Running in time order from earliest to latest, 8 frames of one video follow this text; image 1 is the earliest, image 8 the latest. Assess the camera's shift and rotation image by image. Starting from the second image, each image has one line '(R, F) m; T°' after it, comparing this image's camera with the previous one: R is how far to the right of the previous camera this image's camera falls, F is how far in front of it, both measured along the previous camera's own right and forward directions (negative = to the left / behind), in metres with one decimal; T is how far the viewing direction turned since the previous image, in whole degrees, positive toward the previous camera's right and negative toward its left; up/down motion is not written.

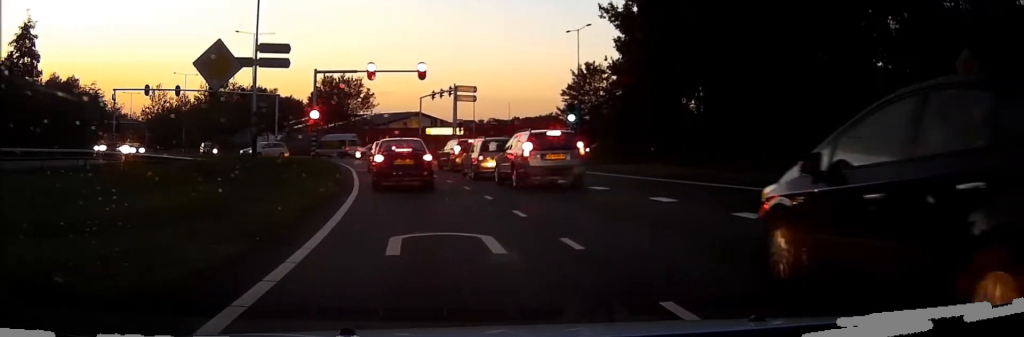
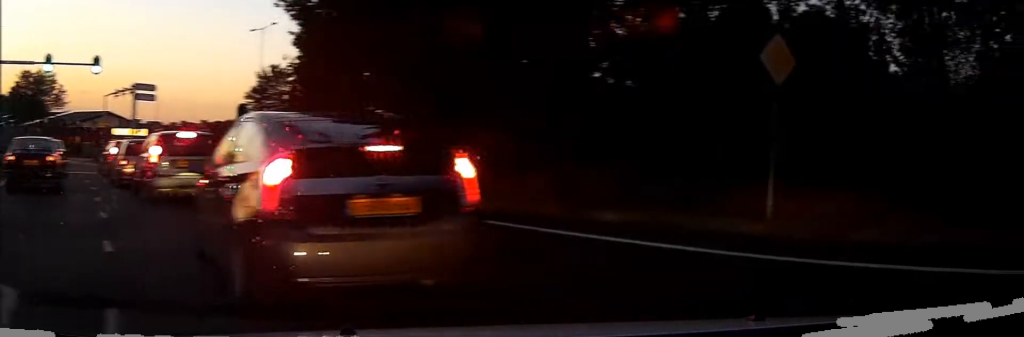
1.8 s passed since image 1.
(+0.8, +3.9) m; +16°
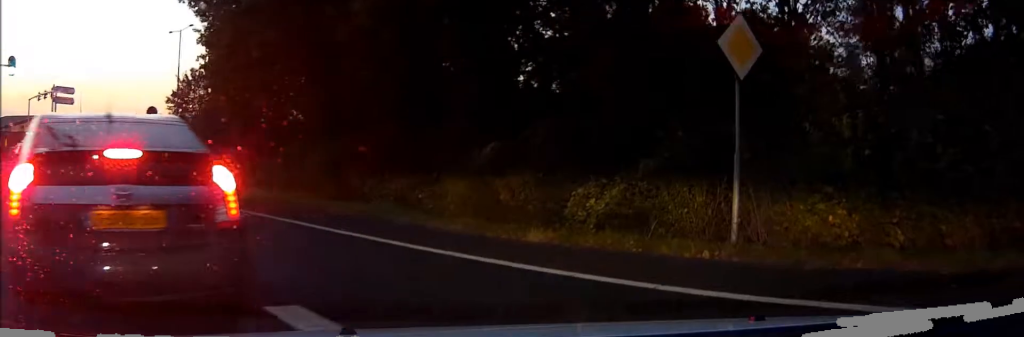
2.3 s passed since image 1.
(0.0, +1.8) m; -2°
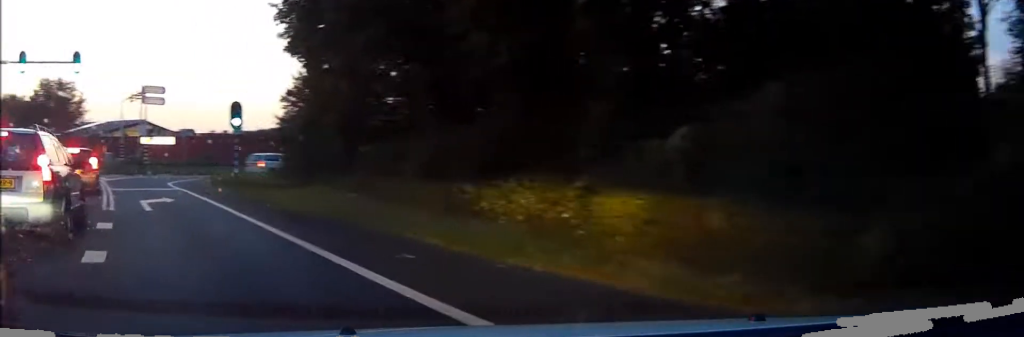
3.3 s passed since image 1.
(-0.4, +5.0) m; -13°
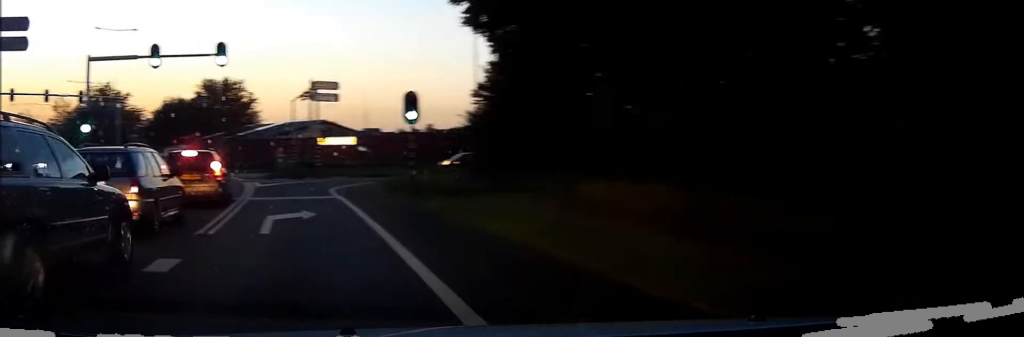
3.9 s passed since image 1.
(-0.3, +4.6) m; -9°
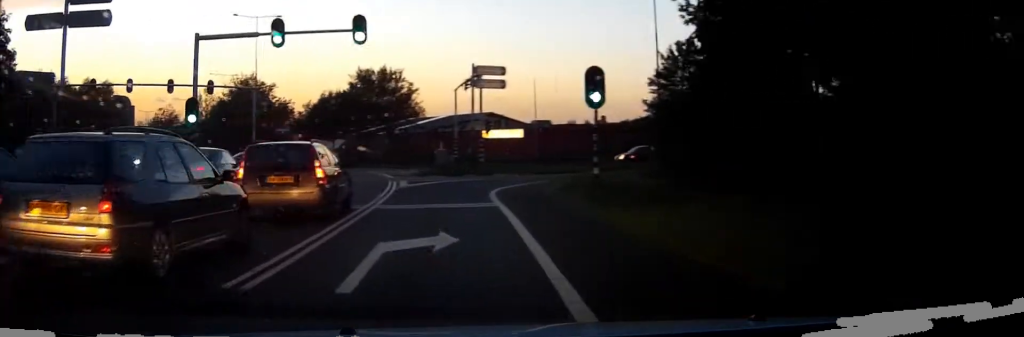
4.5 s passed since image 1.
(-0.5, +5.5) m; -6°
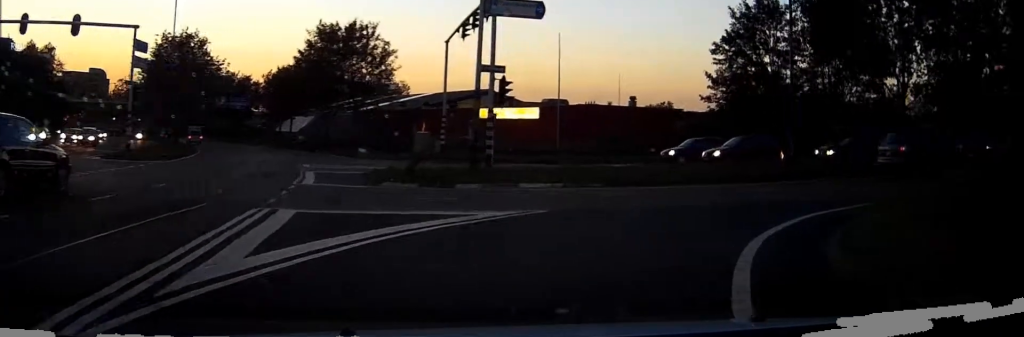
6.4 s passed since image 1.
(-0.9, +20.6) m; +8°
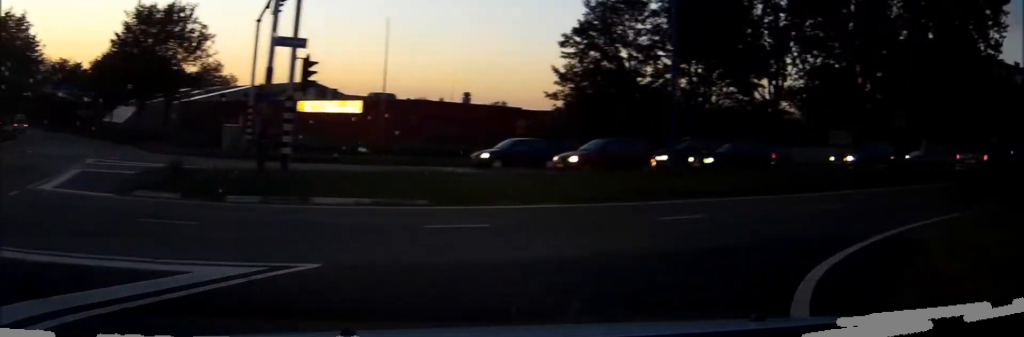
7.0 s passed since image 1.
(-0.1, +5.9) m; +13°
